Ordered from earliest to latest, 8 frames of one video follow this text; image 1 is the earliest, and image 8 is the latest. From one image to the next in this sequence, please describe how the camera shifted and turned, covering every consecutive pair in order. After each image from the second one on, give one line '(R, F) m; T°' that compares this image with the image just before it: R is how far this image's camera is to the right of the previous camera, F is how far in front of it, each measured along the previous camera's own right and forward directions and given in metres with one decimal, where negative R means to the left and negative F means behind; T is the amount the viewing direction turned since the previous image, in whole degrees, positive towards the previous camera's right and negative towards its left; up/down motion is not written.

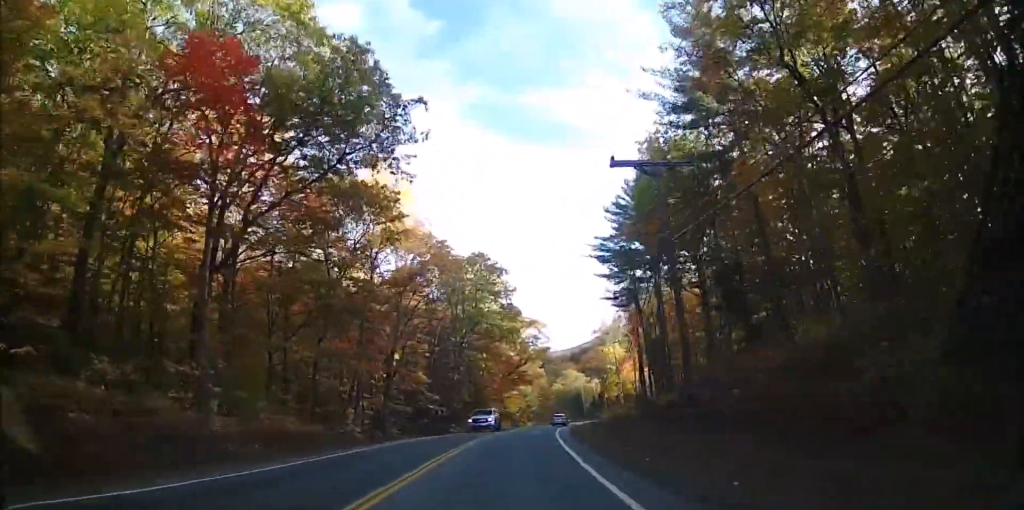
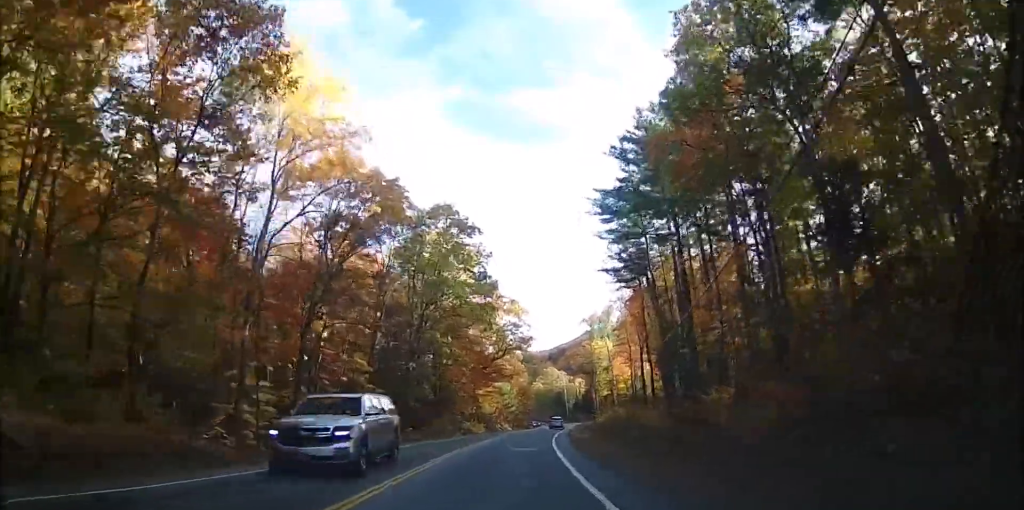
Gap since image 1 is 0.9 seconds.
(+0.4, +16.8) m; +3°
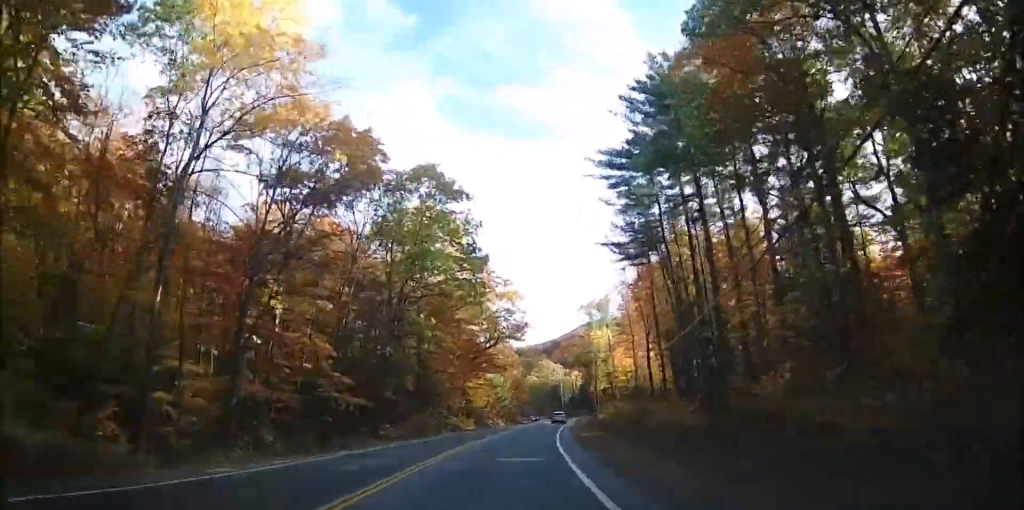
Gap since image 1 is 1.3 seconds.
(+0.2, +7.5) m; +1°
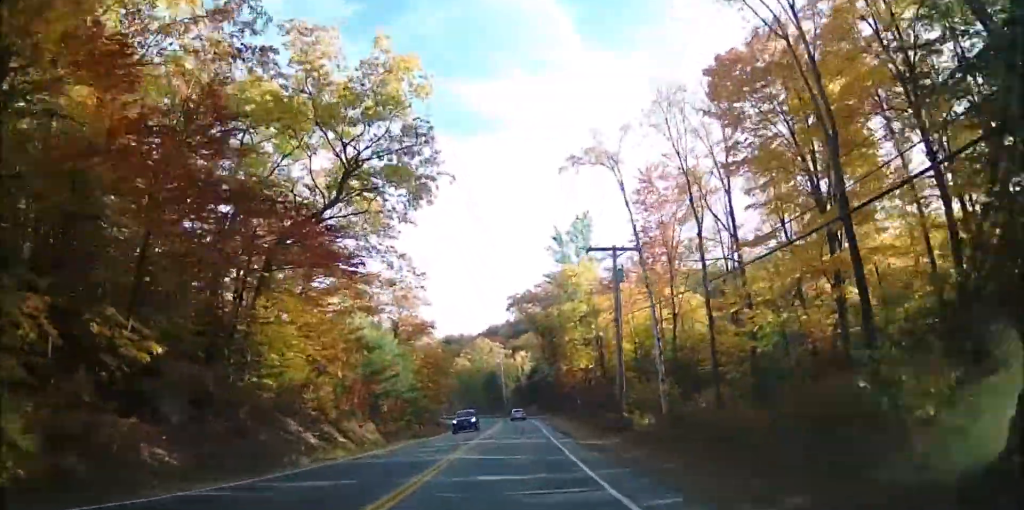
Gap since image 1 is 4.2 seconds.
(+2.0, +56.2) m; +2°
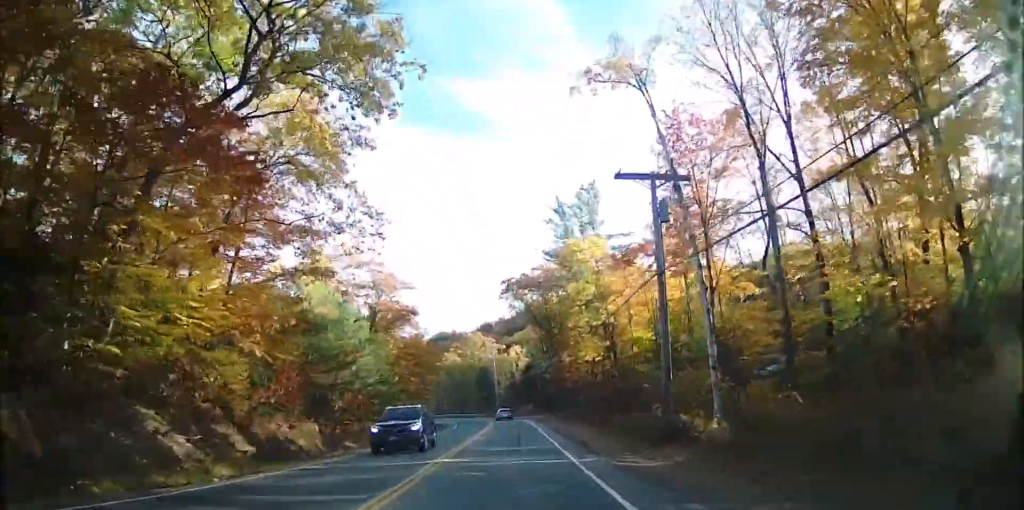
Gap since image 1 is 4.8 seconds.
(0.0, +11.5) m; 0°
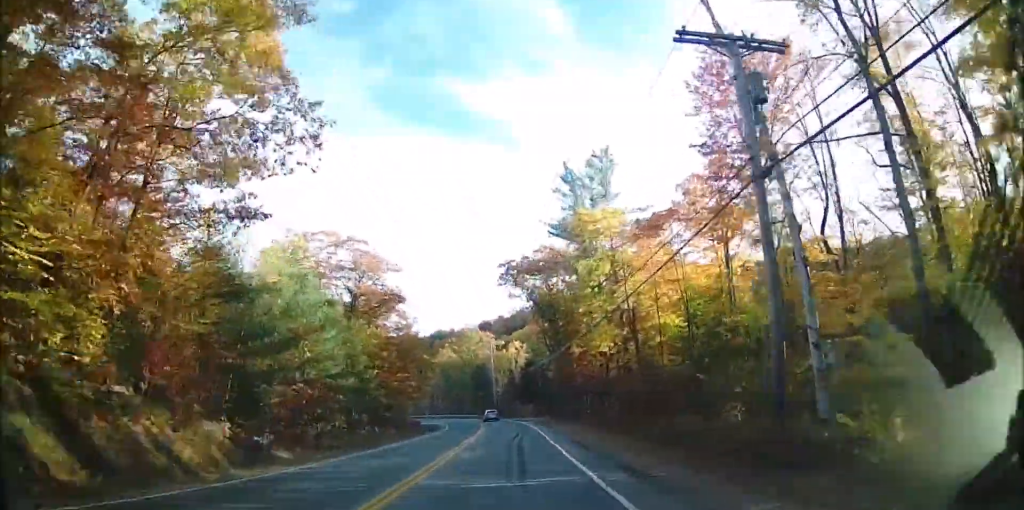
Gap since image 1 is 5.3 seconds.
(-0.1, +10.2) m; 0°
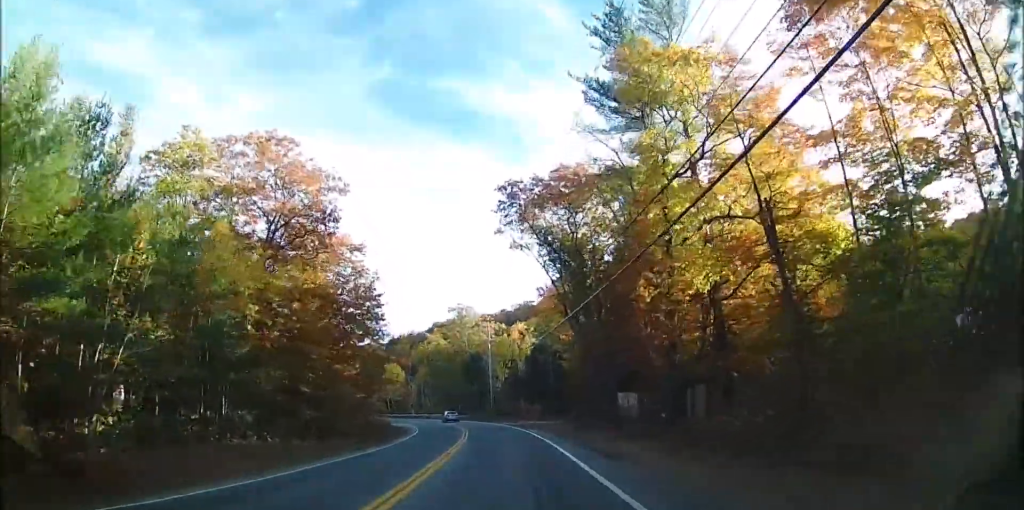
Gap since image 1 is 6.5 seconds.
(-0.1, +26.1) m; 0°
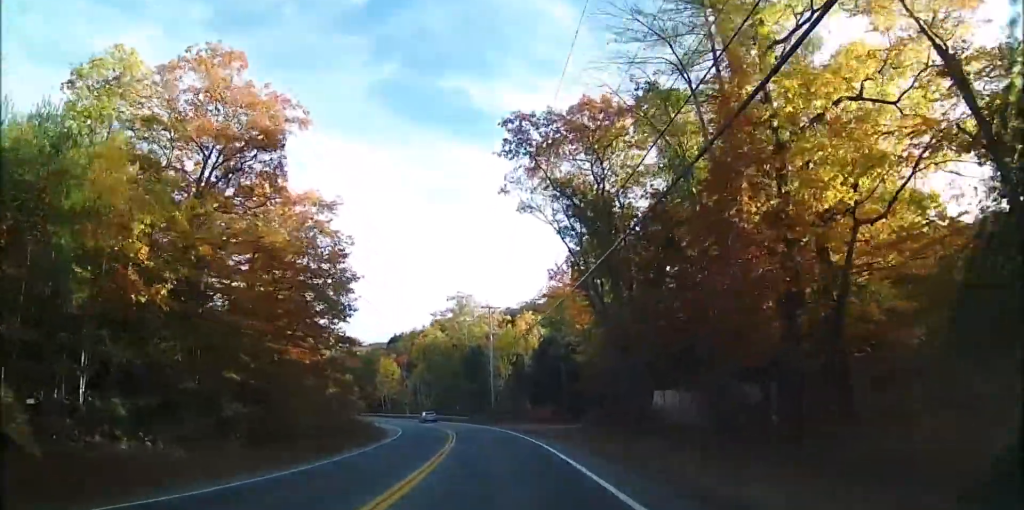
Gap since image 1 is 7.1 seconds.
(+0.1, +11.6) m; -1°
